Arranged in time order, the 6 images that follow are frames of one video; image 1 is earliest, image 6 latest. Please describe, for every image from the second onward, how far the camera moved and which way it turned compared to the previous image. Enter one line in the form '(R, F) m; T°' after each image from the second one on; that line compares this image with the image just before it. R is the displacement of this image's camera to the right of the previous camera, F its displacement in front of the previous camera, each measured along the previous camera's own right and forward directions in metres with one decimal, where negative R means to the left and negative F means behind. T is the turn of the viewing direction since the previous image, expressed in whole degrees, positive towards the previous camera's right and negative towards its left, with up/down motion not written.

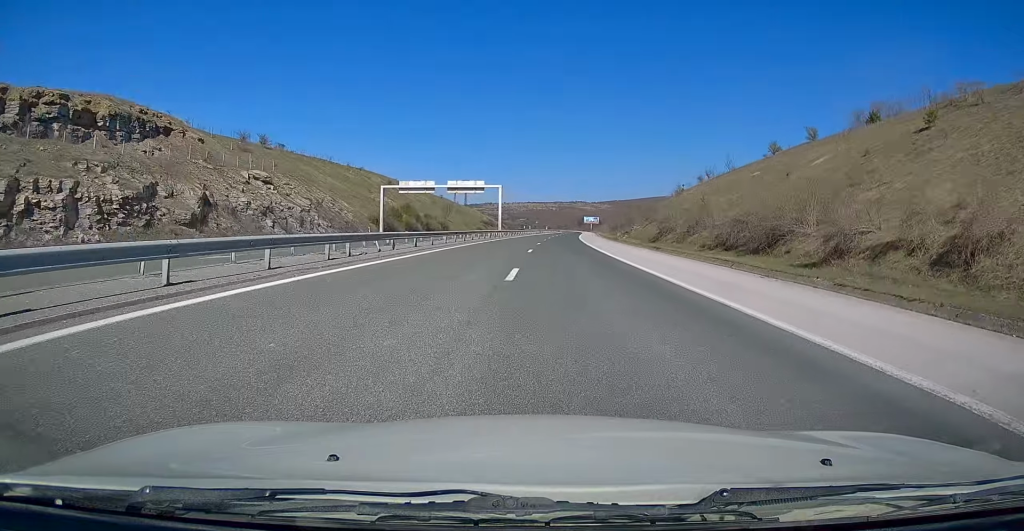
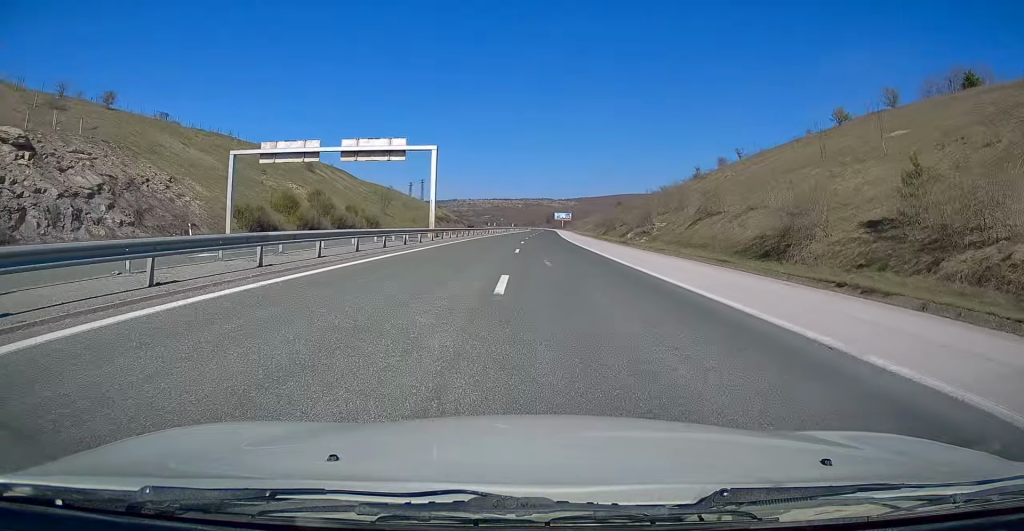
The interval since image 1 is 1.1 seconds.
(+1.0, +35.8) m; +3°
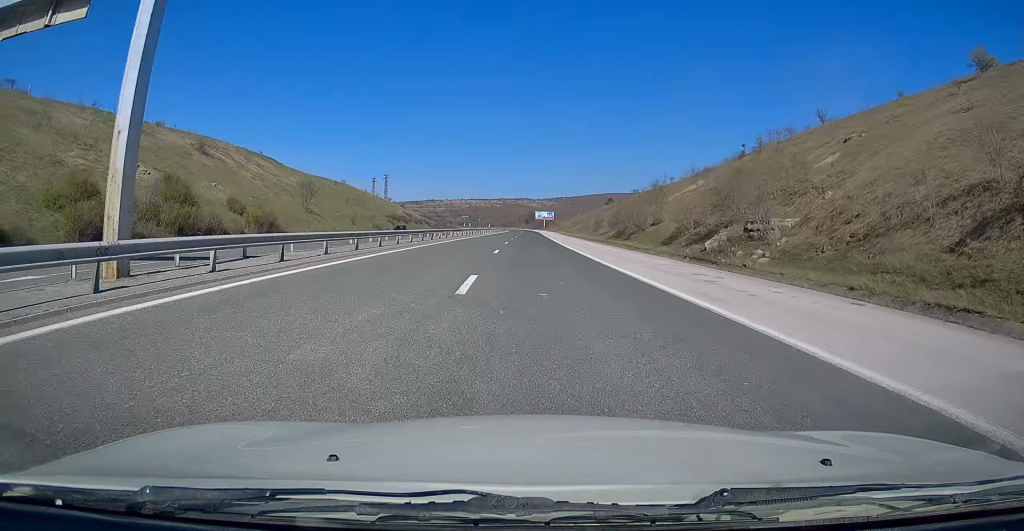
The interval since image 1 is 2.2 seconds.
(+0.7, +32.7) m; +1°
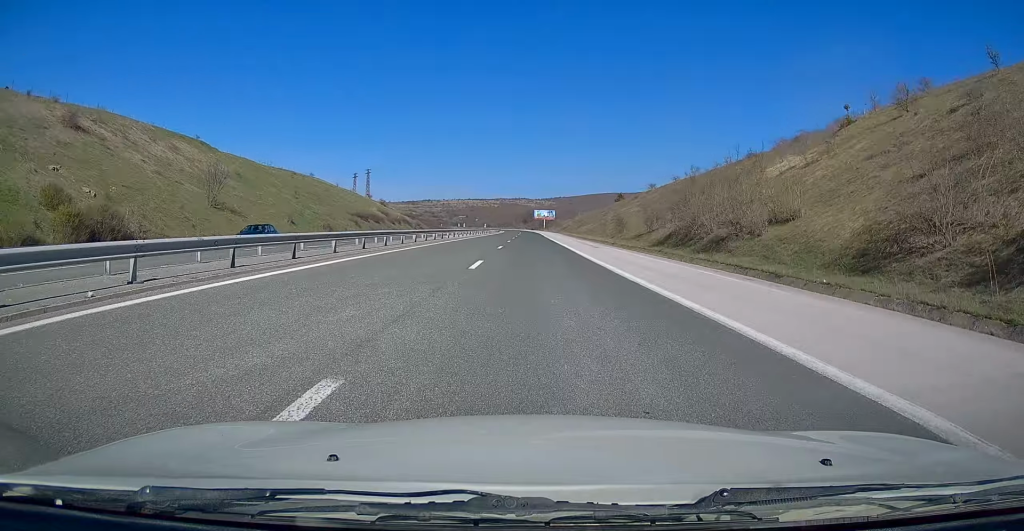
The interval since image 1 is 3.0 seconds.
(+0.1, +26.3) m; +1°
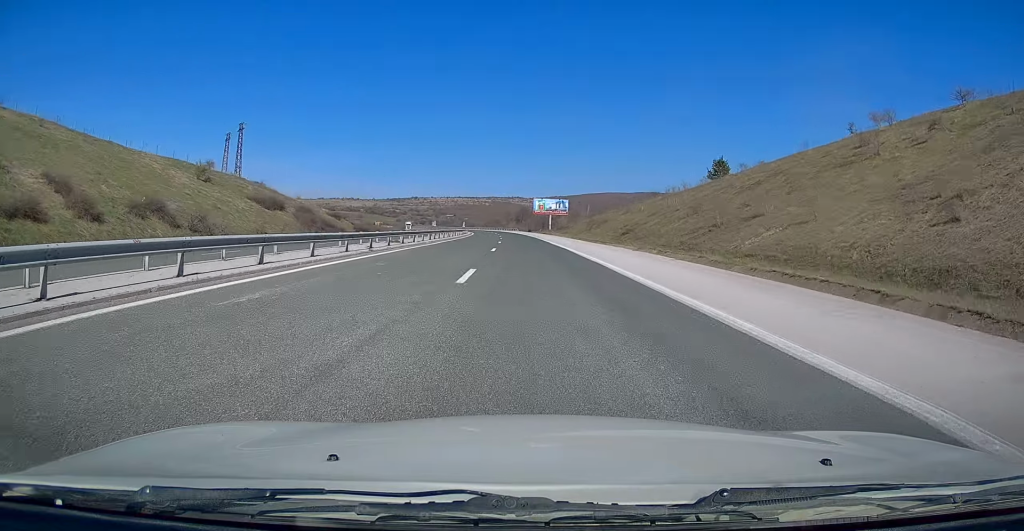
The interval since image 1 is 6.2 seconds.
(+0.8, +102.1) m; +1°
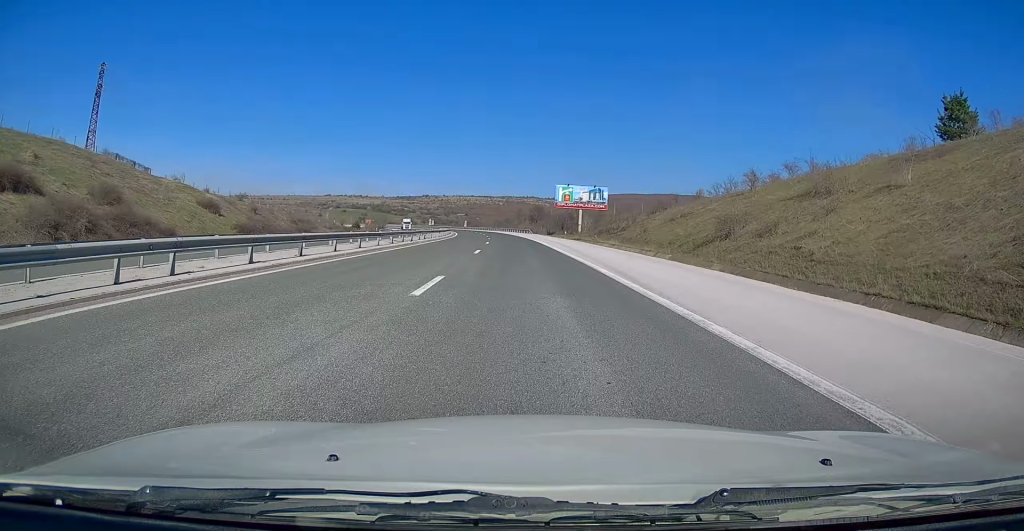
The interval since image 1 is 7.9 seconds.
(-0.4, +51.4) m; -2°
